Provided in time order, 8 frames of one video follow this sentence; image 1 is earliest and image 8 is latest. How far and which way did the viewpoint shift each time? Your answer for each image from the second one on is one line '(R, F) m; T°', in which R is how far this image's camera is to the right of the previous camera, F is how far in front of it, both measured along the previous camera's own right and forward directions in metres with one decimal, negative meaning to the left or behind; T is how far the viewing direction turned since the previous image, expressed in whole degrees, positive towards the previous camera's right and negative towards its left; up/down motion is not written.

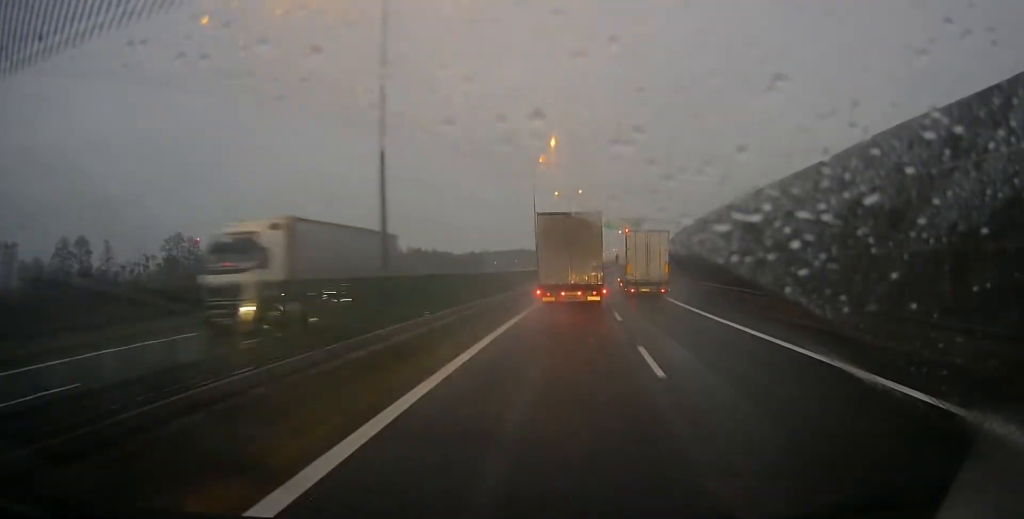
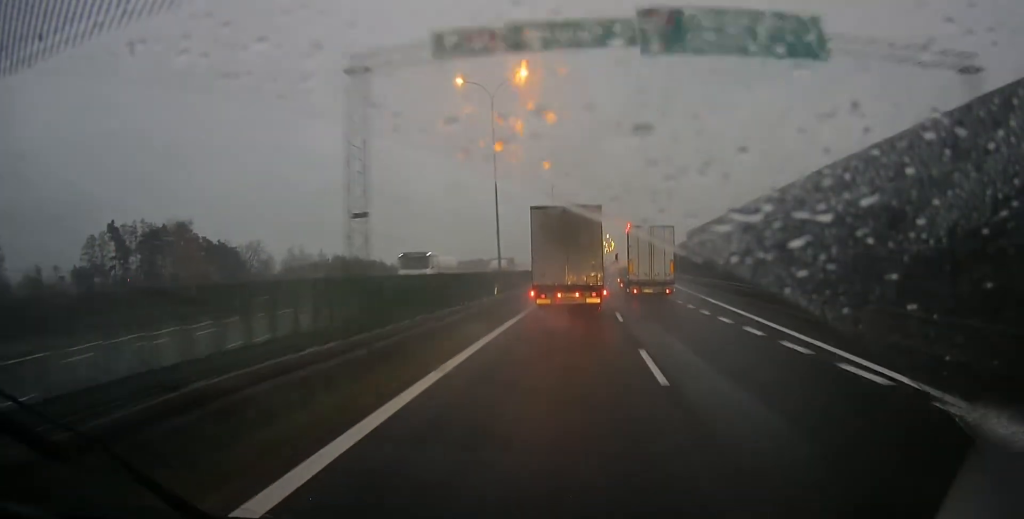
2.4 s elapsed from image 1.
(+2.2, +60.6) m; +4°
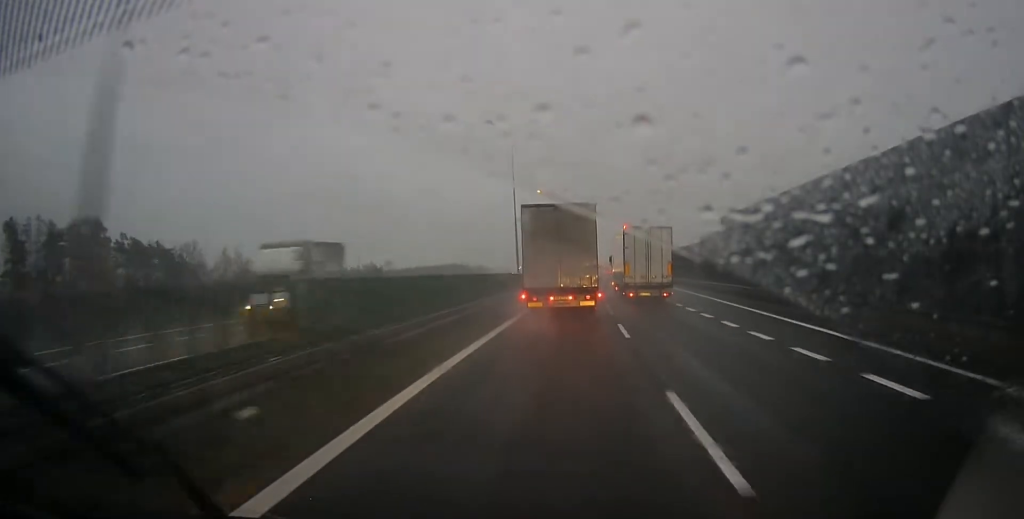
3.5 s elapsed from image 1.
(+0.2, +29.1) m; 0°
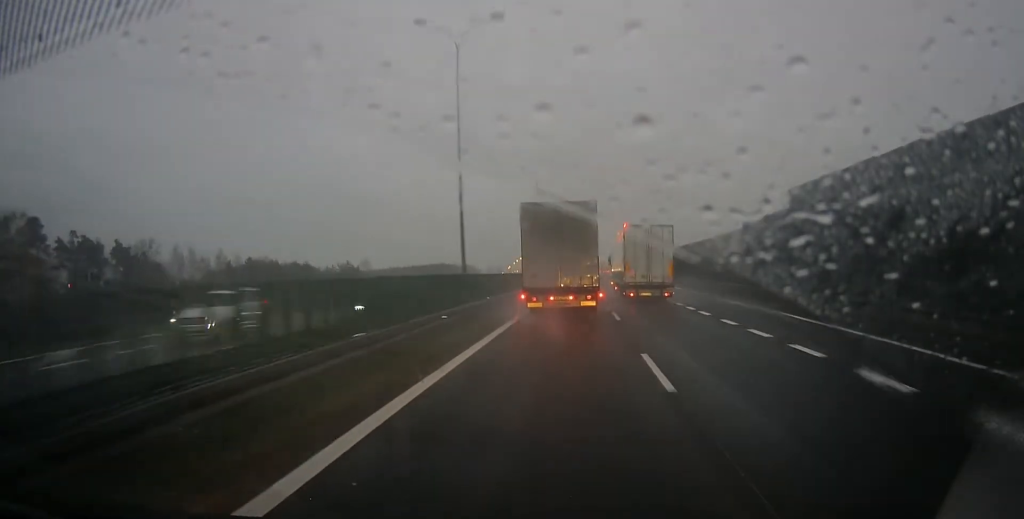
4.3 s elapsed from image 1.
(0.0, +21.1) m; +1°
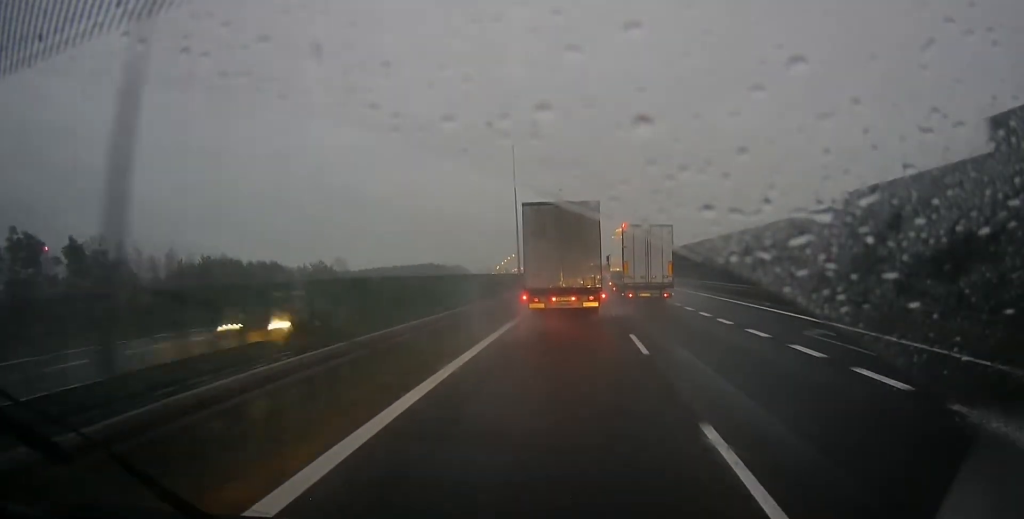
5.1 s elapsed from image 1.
(+0.3, +19.9) m; +1°
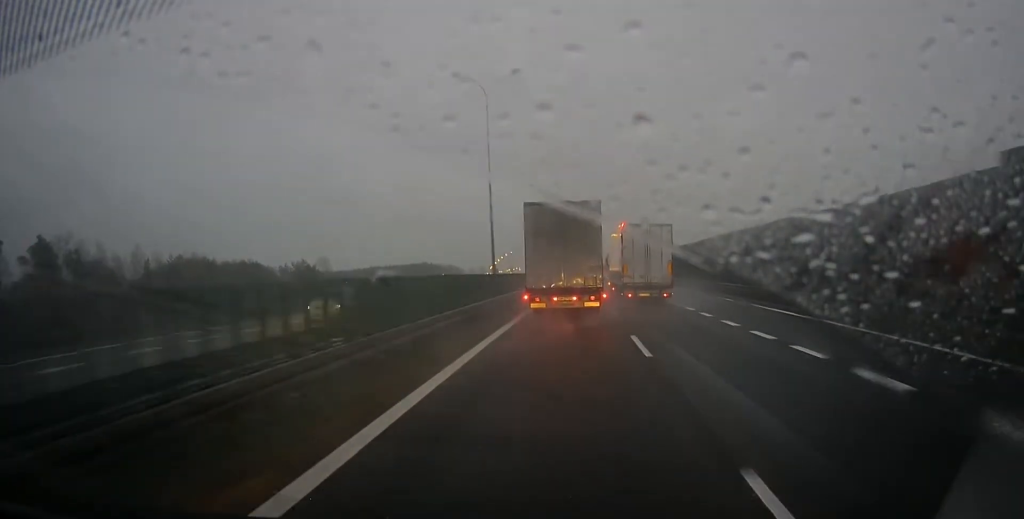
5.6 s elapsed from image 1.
(+0.2, +12.3) m; +1°
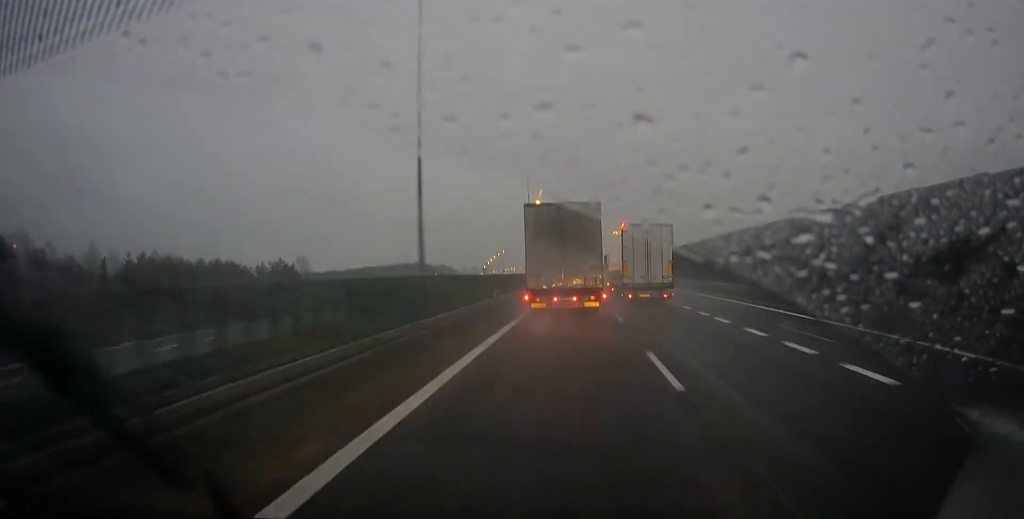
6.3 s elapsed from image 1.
(0.0, +15.3) m; 0°
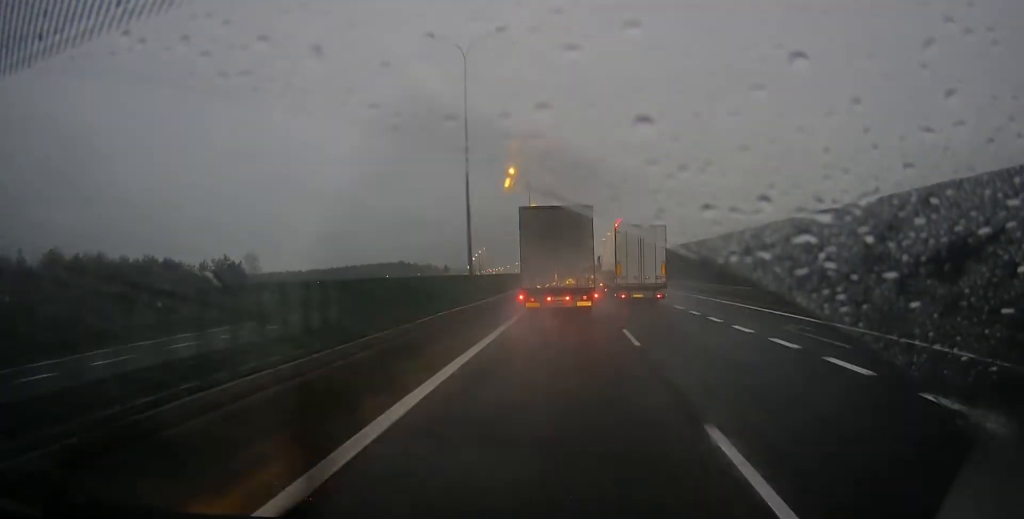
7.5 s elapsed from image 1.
(0.0, +30.5) m; 0°
